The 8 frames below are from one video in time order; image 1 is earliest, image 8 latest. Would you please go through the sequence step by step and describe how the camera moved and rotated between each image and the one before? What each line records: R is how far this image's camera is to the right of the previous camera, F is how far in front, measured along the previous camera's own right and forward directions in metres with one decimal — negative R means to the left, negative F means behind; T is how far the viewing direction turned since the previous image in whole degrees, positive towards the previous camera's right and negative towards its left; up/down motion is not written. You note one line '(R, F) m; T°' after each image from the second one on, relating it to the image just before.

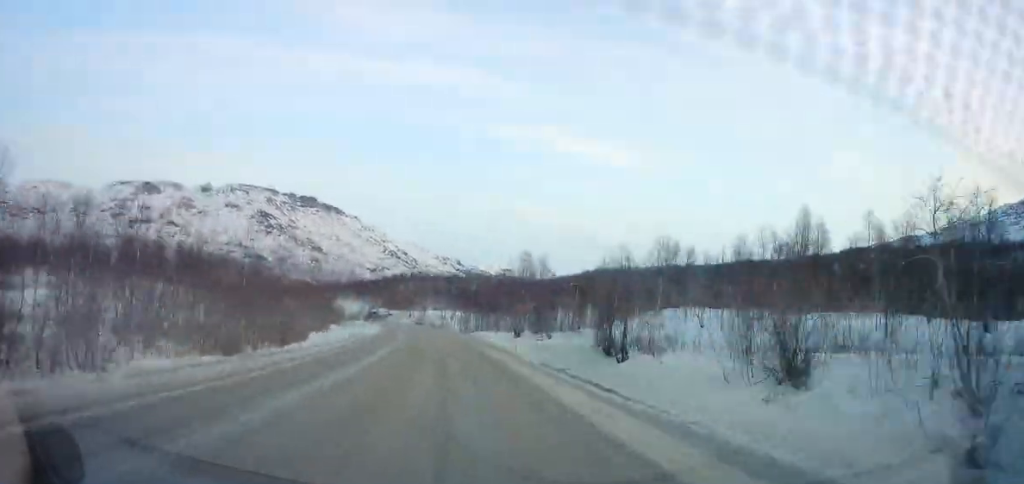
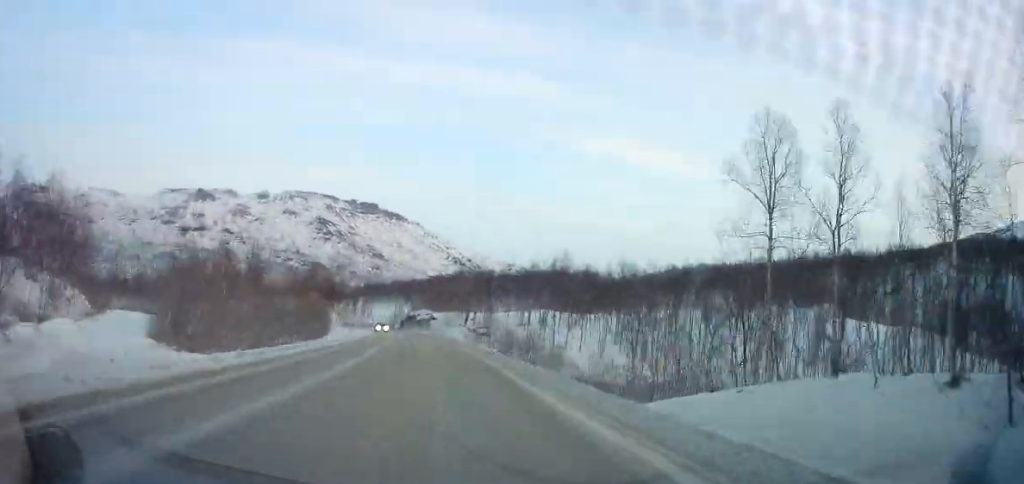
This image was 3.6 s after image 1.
(-3.5, +75.1) m; -7°
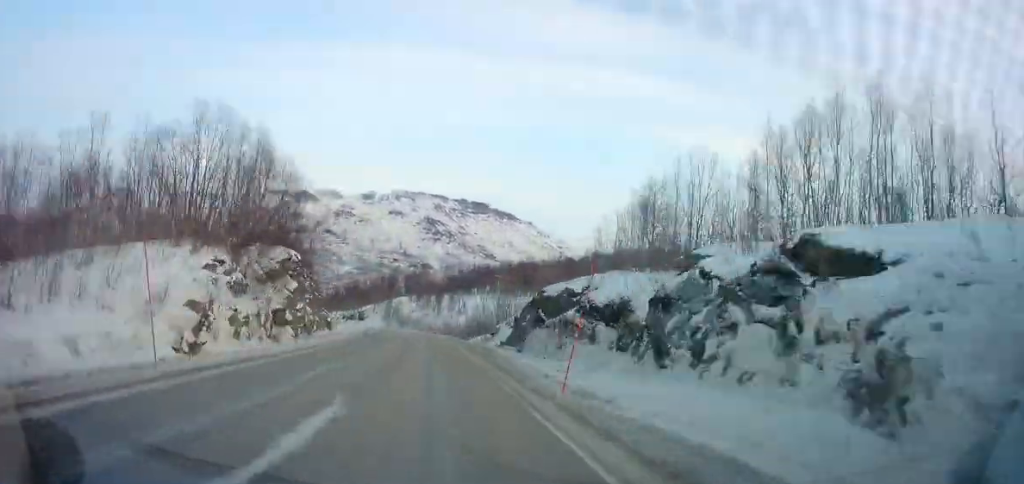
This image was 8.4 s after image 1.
(-6.3, +98.8) m; -10°
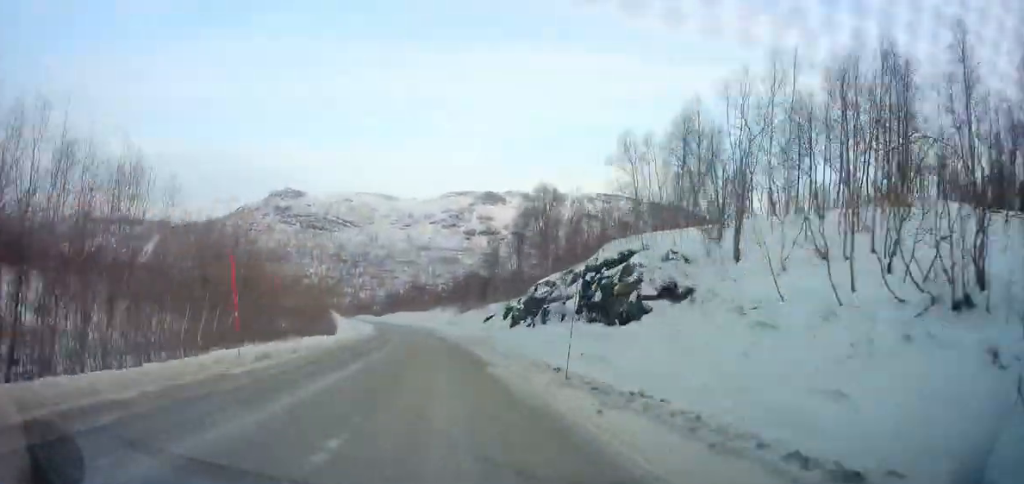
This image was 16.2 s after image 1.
(-21.9, +161.3) m; -17°
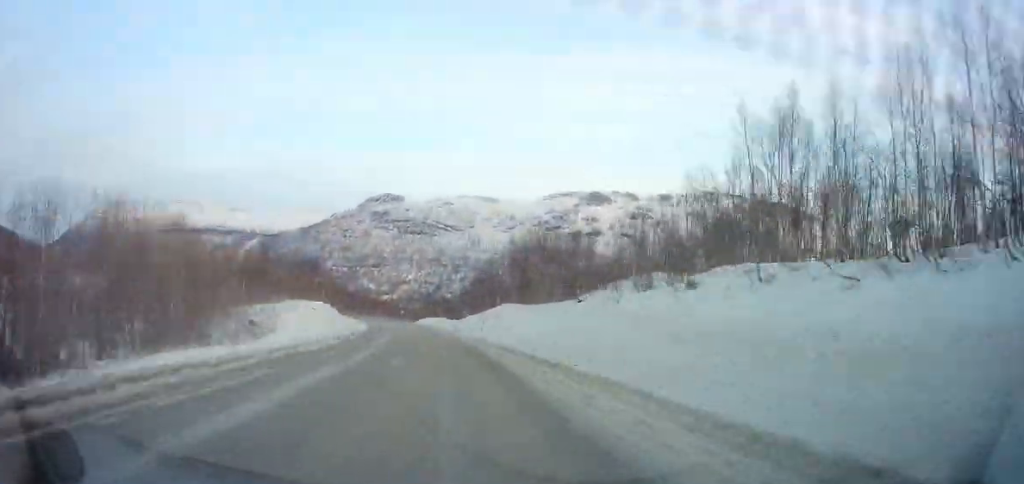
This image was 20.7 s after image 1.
(-14.2, +94.3) m; -9°
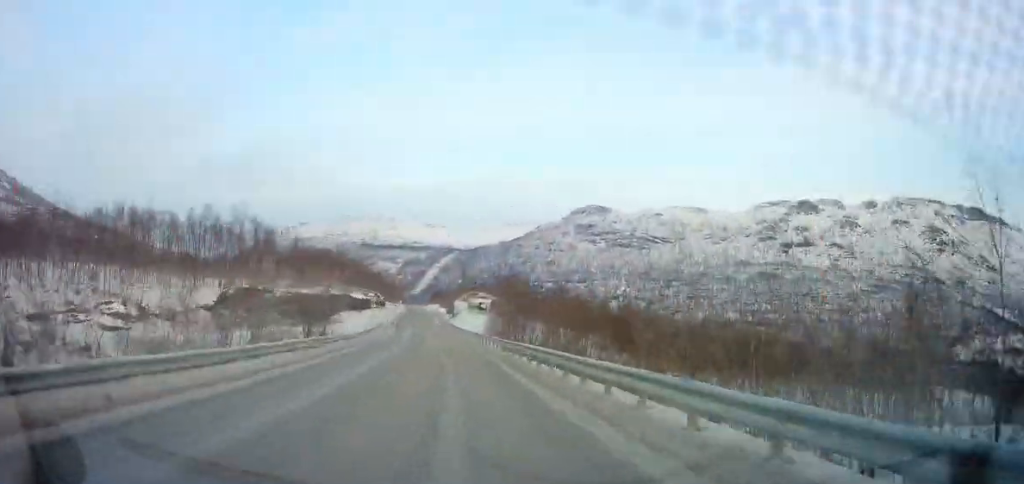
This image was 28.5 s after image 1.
(-21.4, +163.5) m; -13°
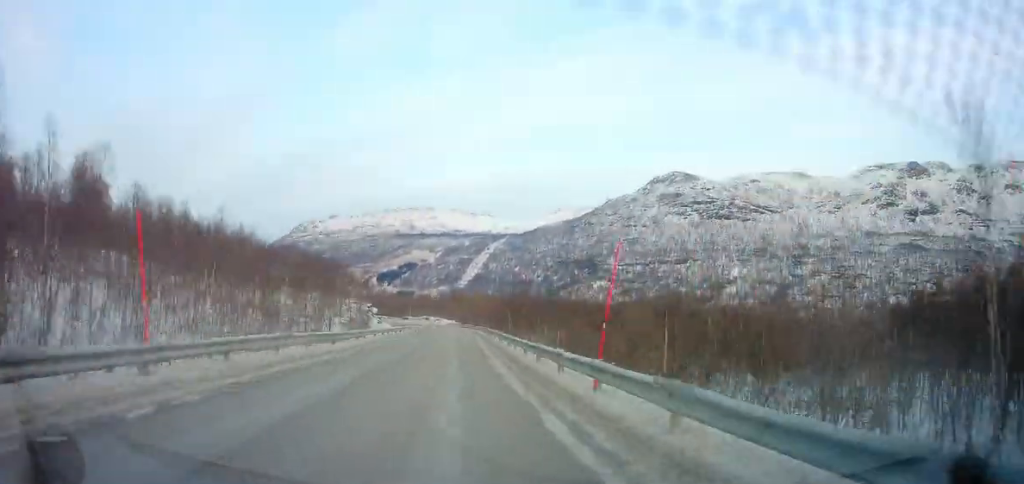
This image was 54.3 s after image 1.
(-33.6, +545.4) m; -6°
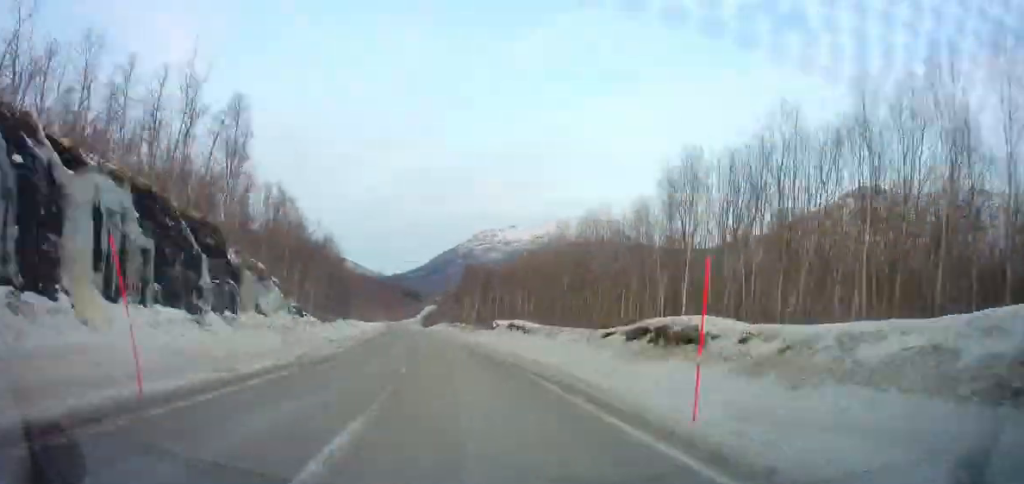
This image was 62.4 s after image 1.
(-18.6, +166.2) m; -11°
